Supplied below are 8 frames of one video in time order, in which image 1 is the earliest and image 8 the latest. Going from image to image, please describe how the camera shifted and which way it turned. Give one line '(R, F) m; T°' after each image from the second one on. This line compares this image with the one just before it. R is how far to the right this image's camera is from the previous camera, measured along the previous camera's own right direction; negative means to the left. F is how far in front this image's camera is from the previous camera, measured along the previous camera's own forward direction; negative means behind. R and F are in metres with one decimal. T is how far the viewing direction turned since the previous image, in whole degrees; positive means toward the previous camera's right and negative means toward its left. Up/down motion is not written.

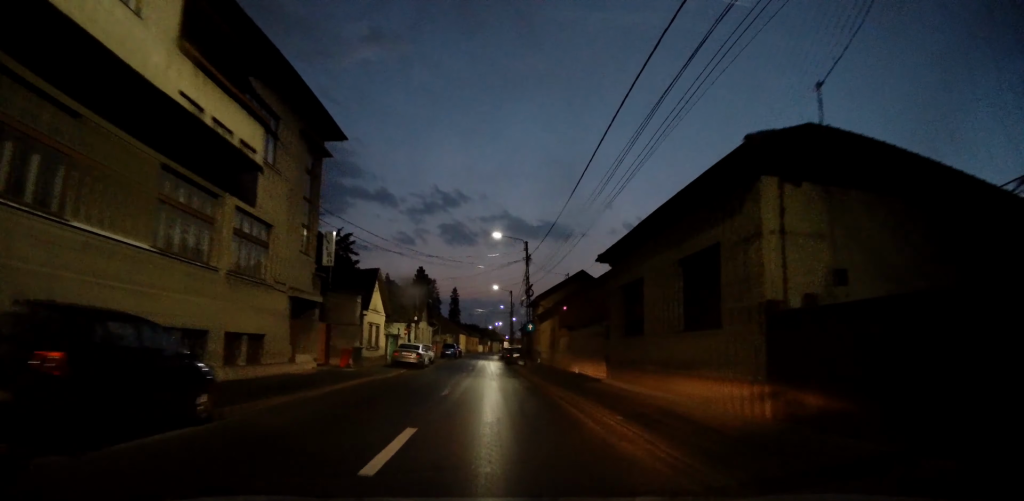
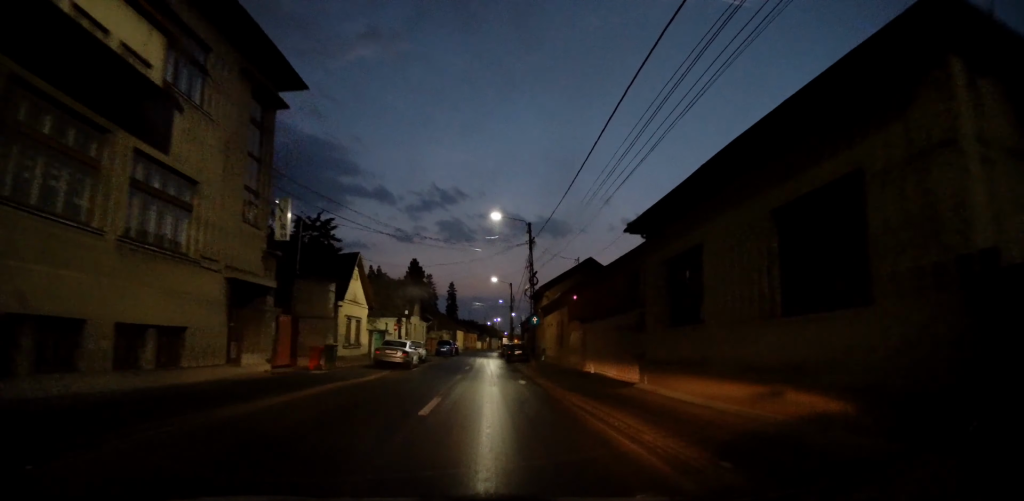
(0.0, +4.3) m; +1°
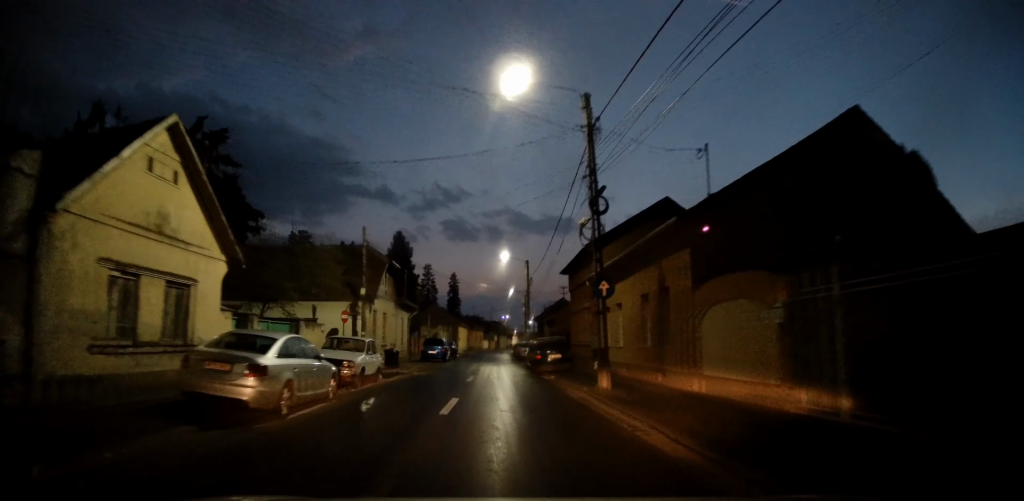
(+0.2, +16.8) m; -3°
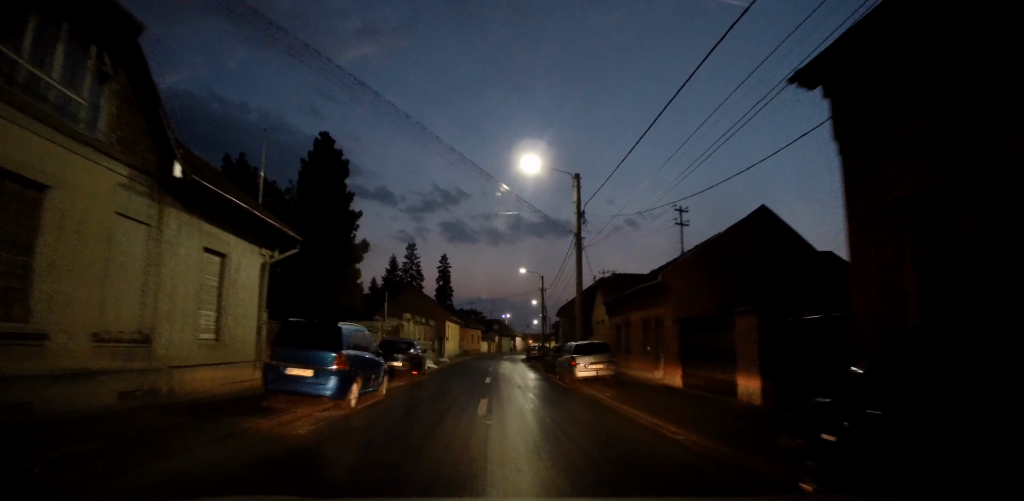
(-0.8, +25.3) m; +3°
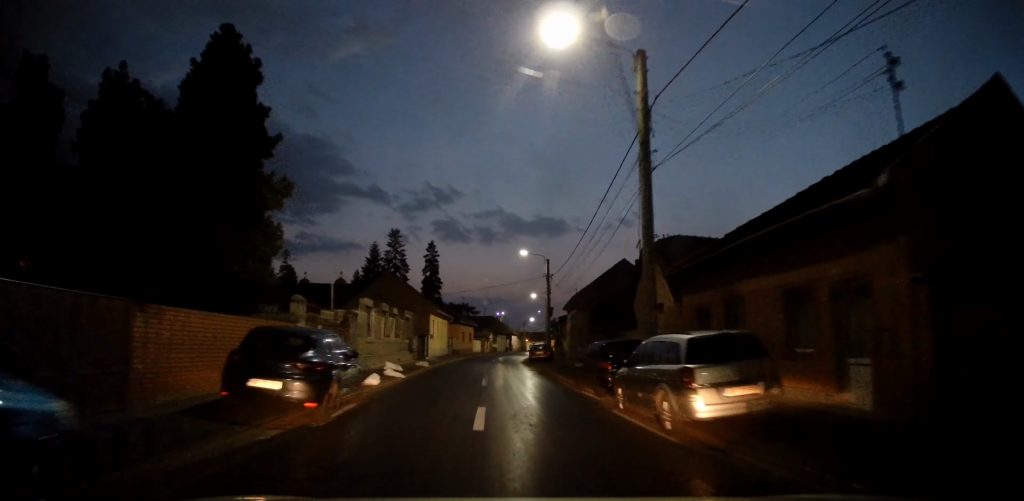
(+0.5, +10.5) m; +1°
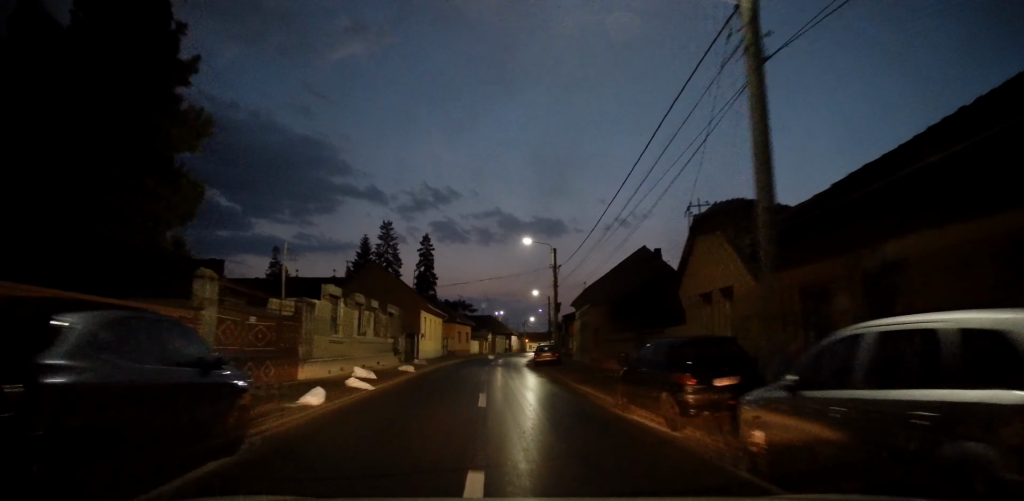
(0.0, +5.5) m; -1°
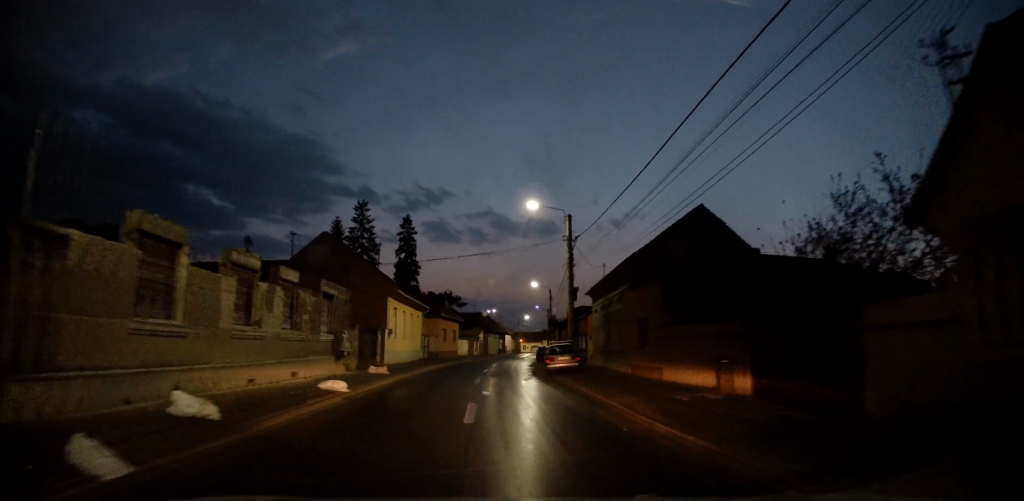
(-0.4, +10.6) m; -2°
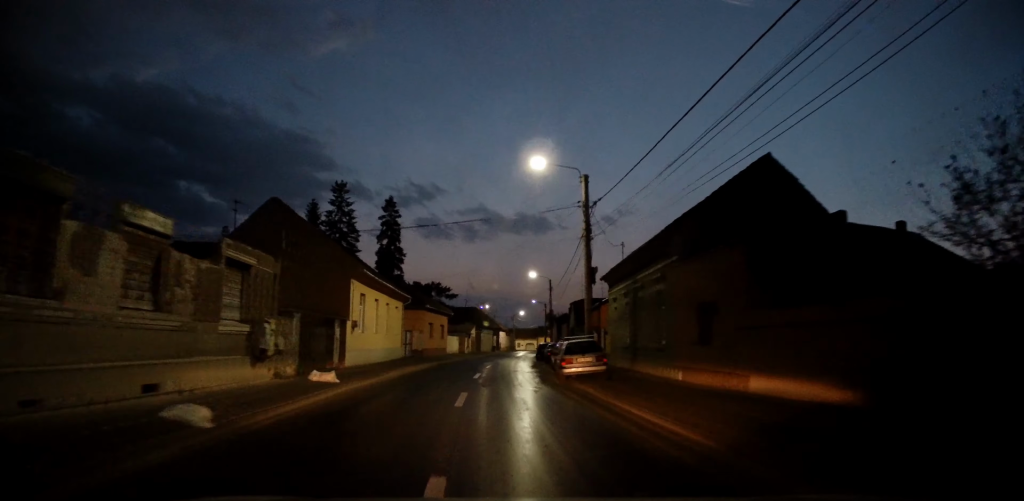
(0.0, +6.8) m; +2°
